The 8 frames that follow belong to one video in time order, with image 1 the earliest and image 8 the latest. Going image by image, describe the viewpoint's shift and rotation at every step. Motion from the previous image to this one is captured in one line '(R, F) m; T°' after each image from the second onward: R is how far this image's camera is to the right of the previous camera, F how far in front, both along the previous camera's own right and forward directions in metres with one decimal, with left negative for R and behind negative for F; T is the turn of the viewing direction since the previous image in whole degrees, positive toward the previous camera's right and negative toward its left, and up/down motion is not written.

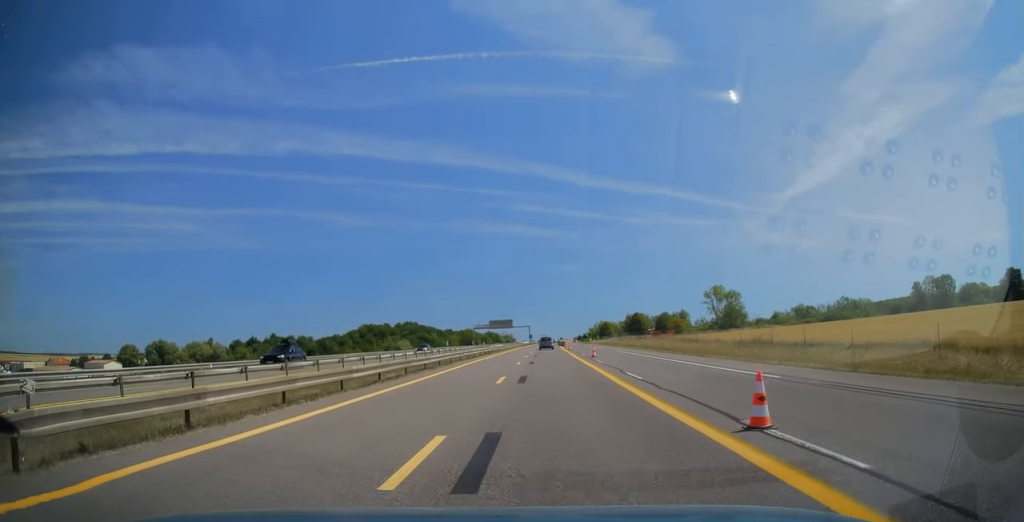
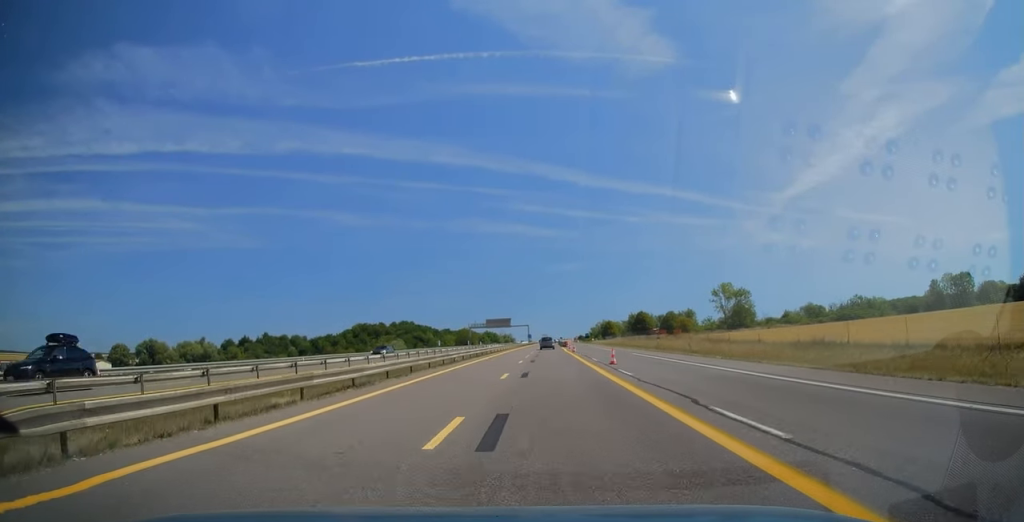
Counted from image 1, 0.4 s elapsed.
(-0.2, +11.0) m; 0°
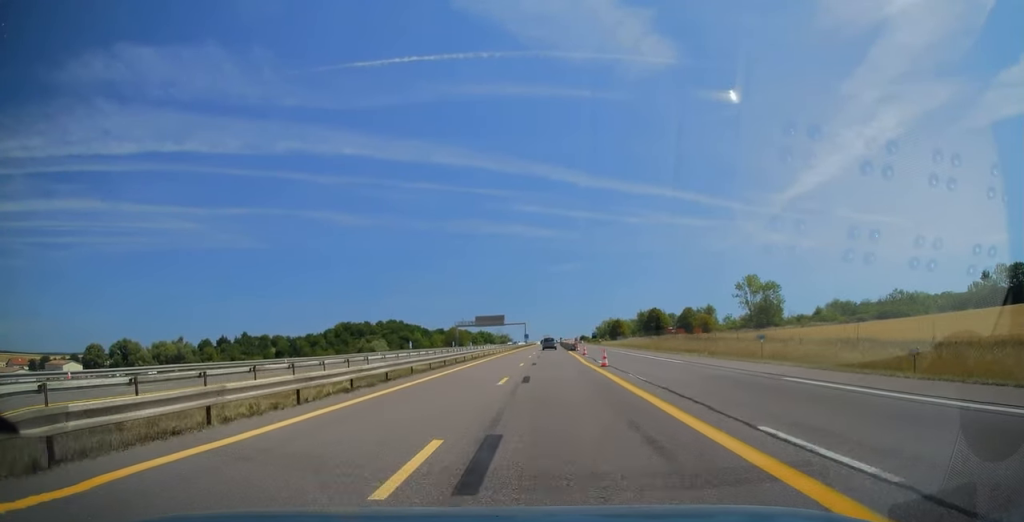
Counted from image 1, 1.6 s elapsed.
(+0.1, +28.3) m; 0°
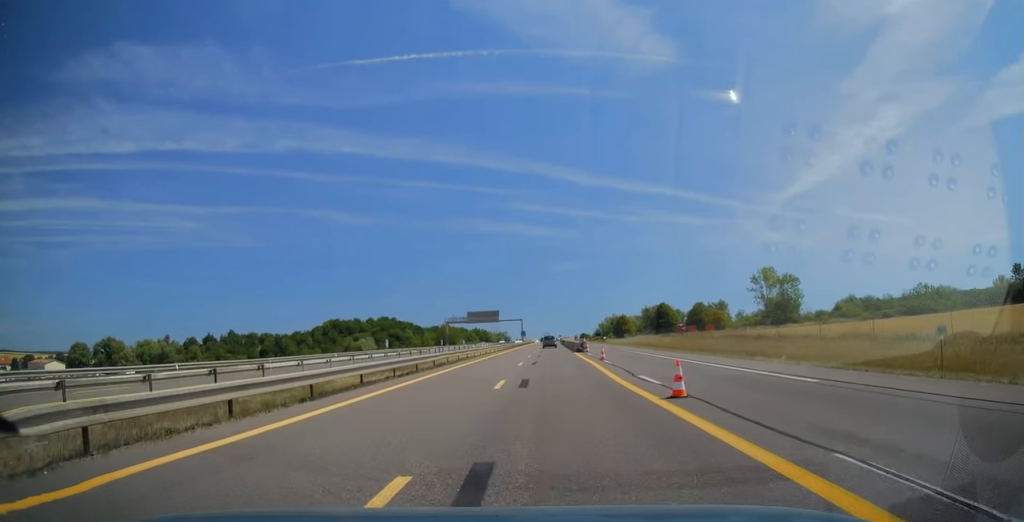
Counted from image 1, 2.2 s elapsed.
(0.0, +15.2) m; 0°
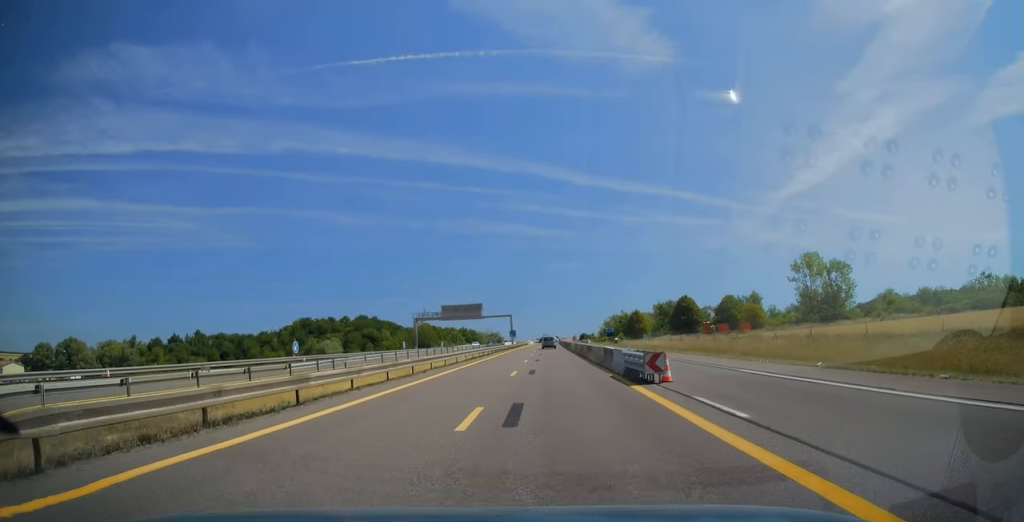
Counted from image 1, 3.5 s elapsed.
(-0.1, +33.0) m; +1°
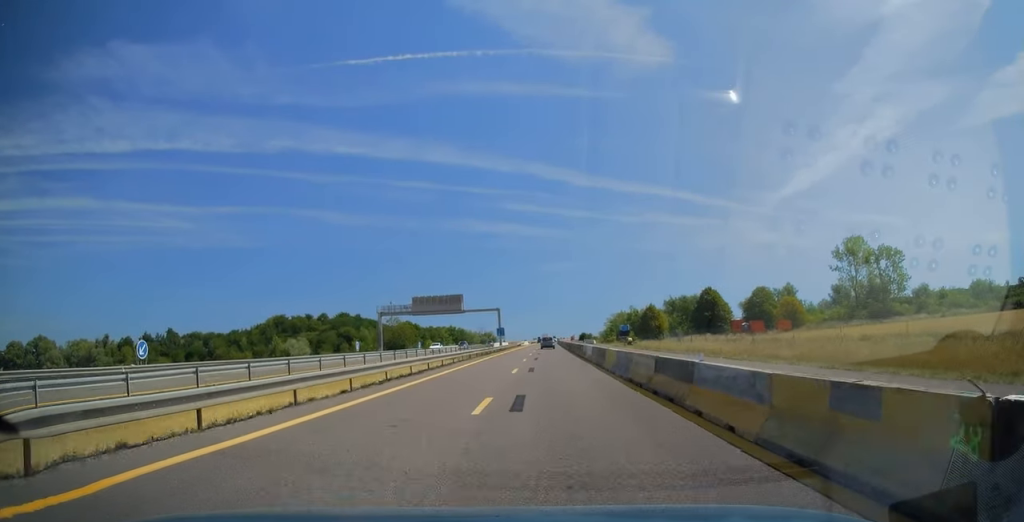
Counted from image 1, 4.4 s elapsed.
(+0.2, +24.1) m; 0°
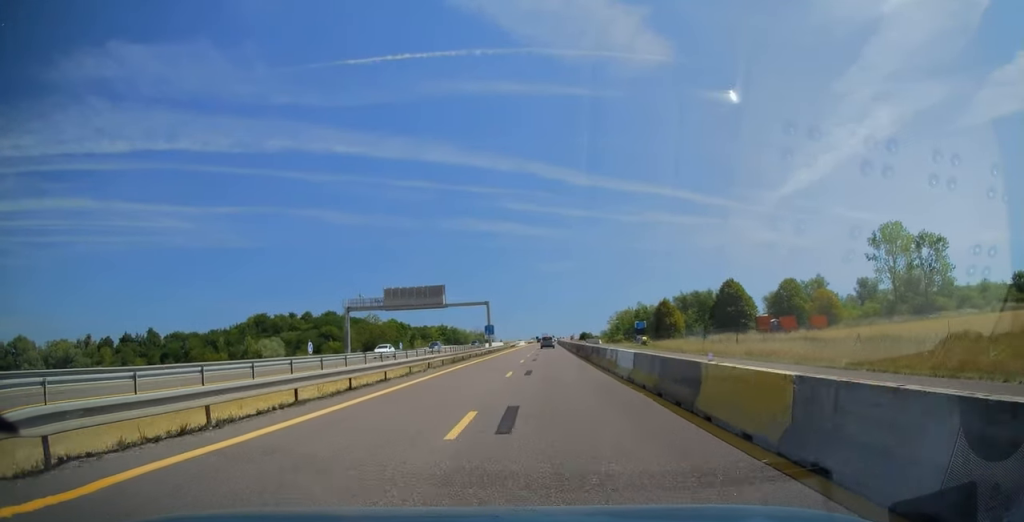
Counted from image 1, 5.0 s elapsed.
(0.0, +15.7) m; 0°
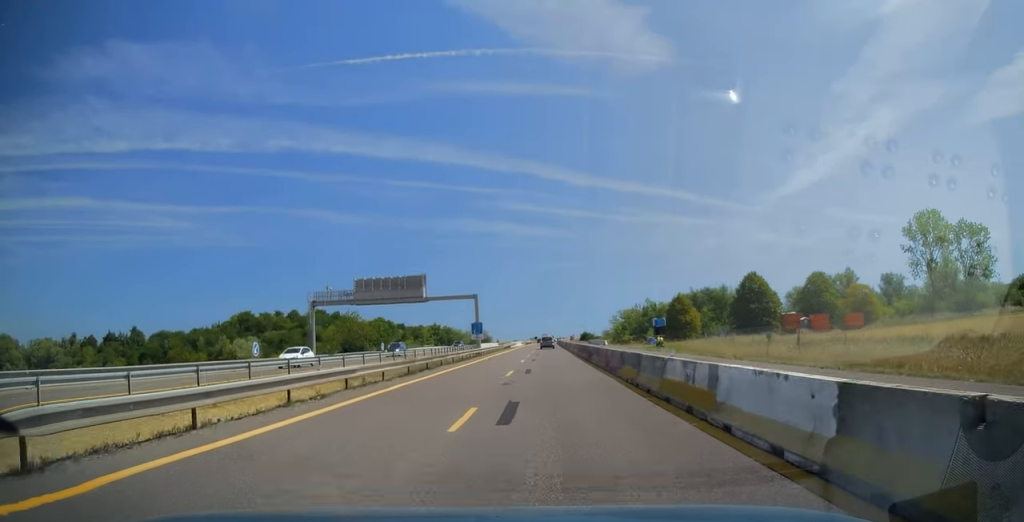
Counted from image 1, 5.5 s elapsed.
(0.0, +12.3) m; 0°
